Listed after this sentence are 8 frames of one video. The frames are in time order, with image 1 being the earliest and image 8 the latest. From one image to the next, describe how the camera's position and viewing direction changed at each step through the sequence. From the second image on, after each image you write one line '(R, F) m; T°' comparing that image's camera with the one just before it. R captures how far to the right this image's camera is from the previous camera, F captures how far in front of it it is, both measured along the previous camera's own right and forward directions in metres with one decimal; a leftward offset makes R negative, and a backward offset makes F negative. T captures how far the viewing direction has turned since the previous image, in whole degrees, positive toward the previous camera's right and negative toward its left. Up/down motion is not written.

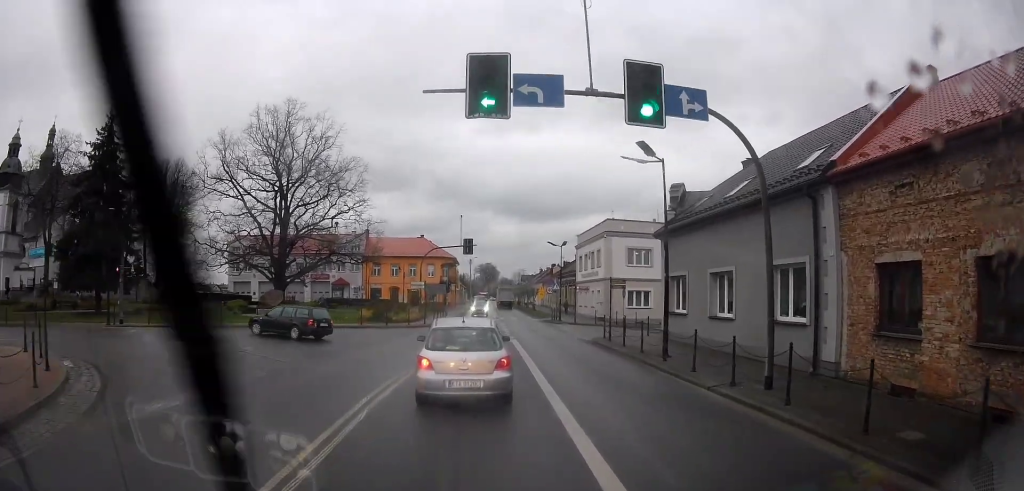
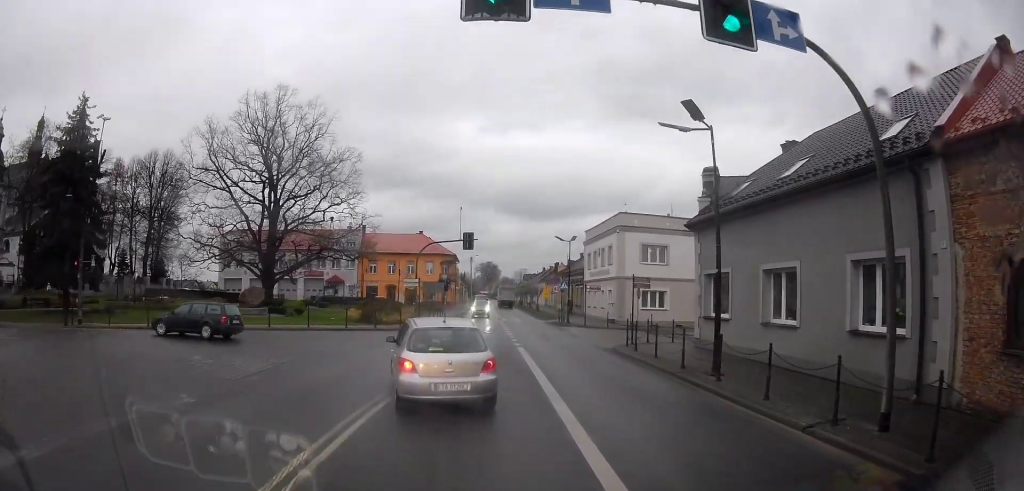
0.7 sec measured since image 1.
(0.0, +3.0) m; -3°
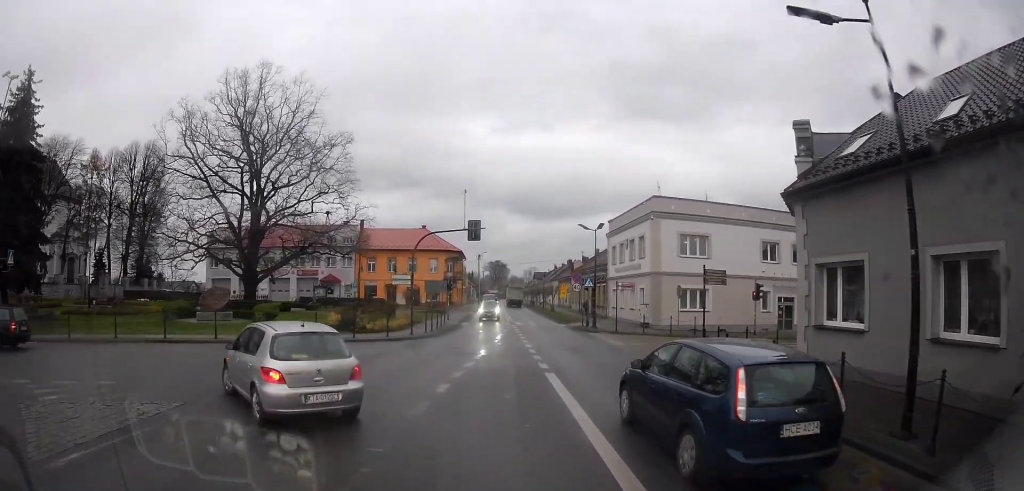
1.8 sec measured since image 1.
(-0.4, +5.7) m; -6°
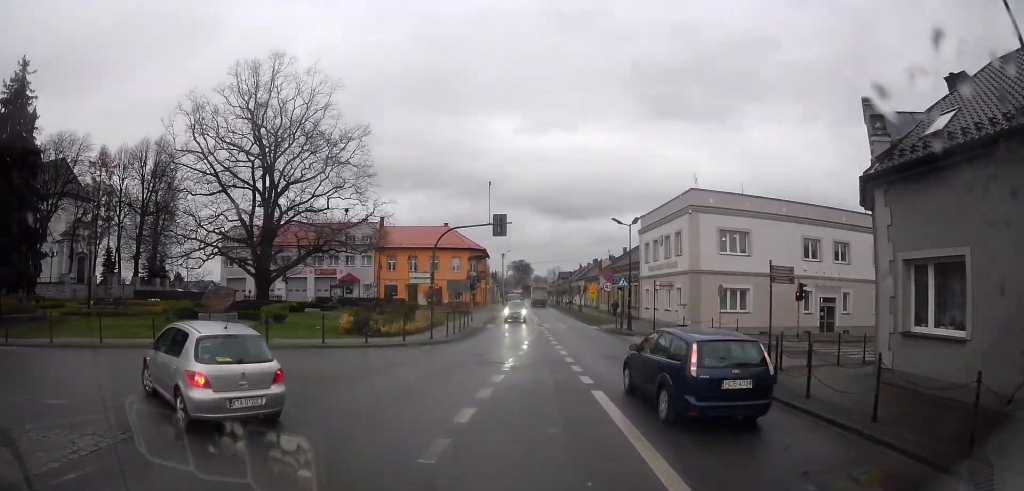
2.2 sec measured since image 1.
(-0.1, +2.3) m; -2°
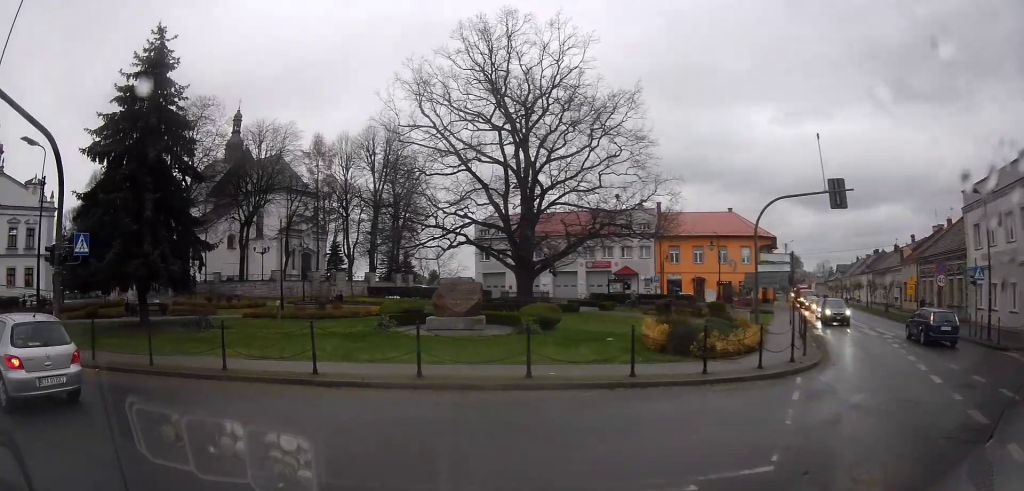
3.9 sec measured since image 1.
(-0.1, +9.0) m; -10°
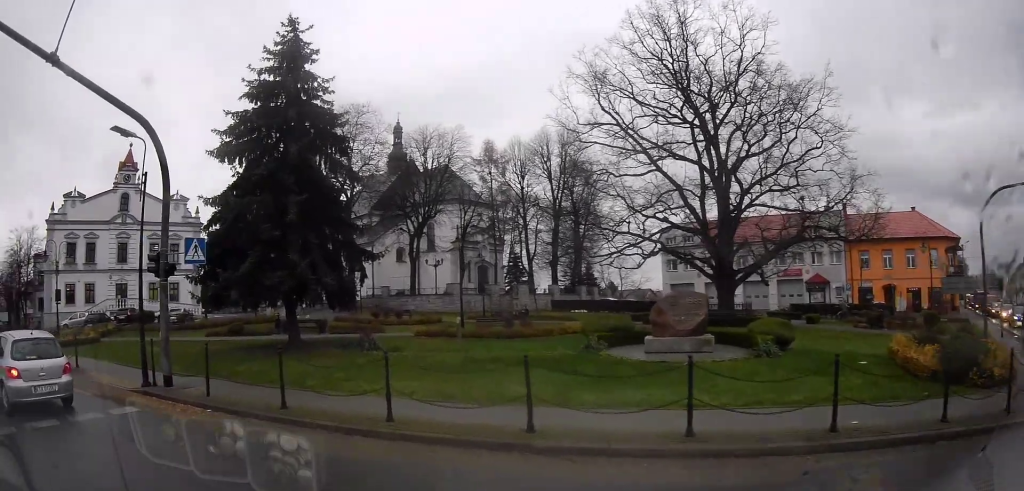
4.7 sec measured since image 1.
(-0.4, +3.9) m; -16°
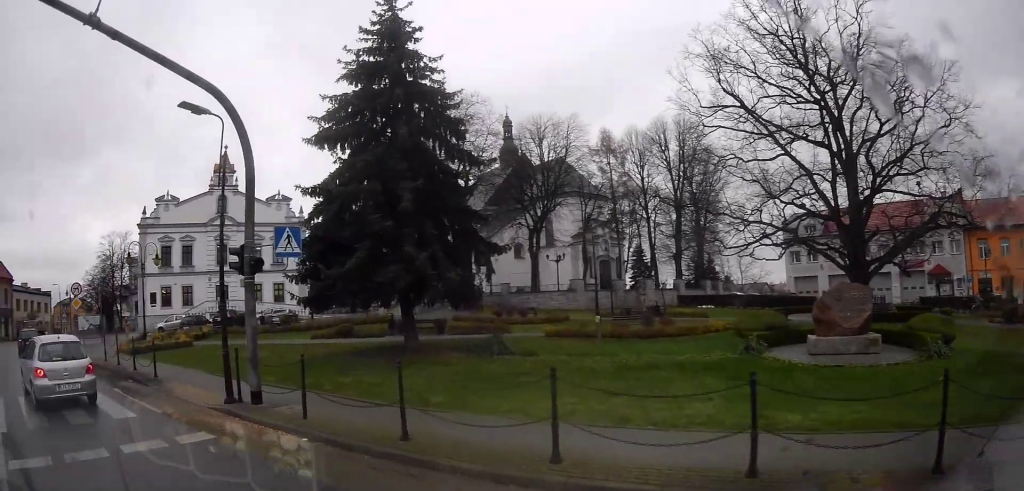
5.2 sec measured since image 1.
(0.0, +2.5) m; -12°
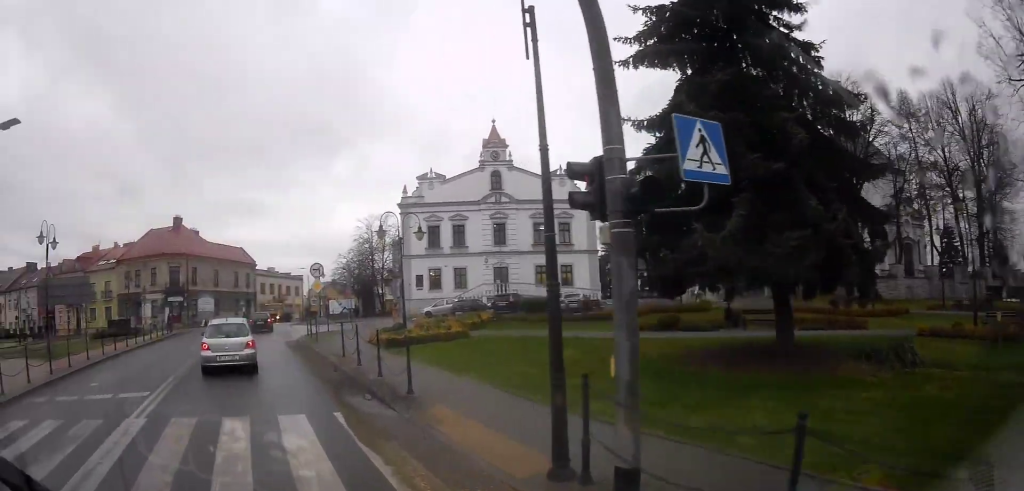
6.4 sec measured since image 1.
(-1.8, +5.1) m; -37°
